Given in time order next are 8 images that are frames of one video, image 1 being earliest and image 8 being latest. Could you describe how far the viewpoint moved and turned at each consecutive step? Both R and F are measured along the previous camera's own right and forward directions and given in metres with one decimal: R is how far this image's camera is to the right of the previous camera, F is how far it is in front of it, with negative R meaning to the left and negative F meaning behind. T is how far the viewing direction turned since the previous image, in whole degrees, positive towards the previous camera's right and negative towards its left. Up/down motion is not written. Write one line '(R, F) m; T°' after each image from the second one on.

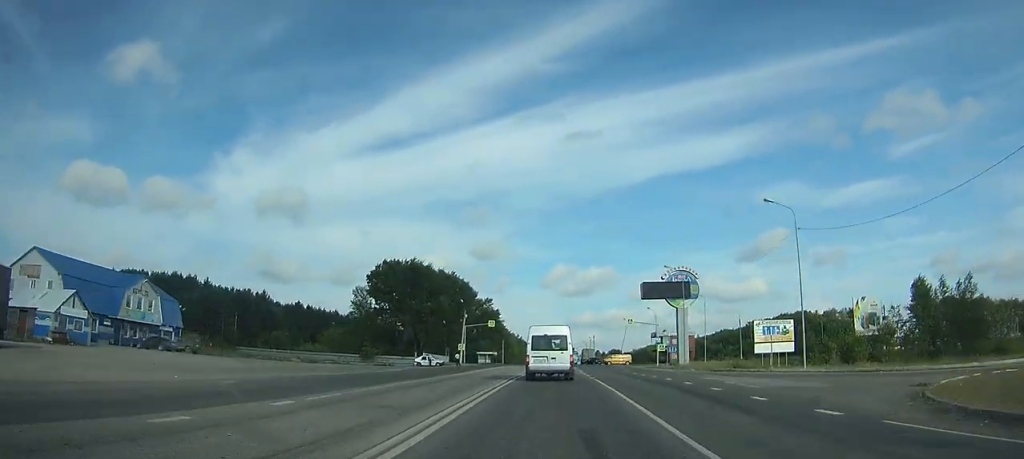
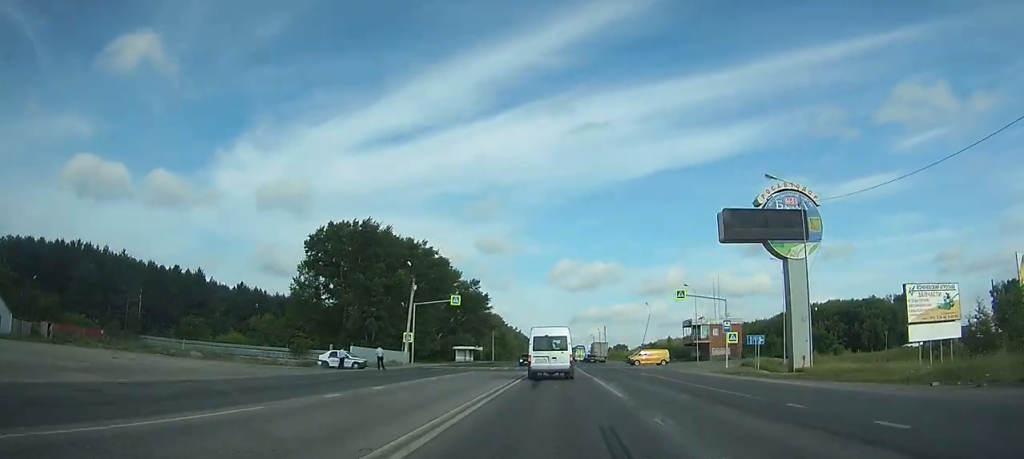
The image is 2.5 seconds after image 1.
(+0.1, +34.6) m; 0°
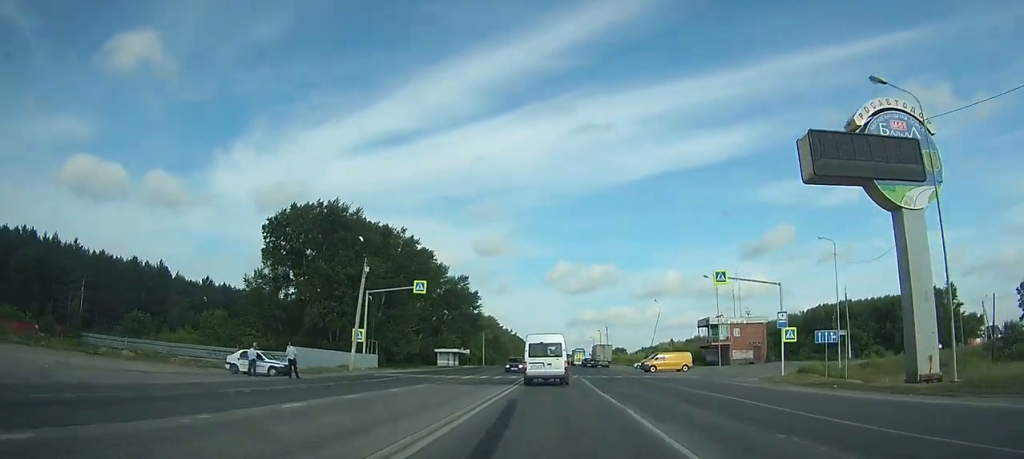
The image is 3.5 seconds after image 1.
(0.0, +13.5) m; 0°
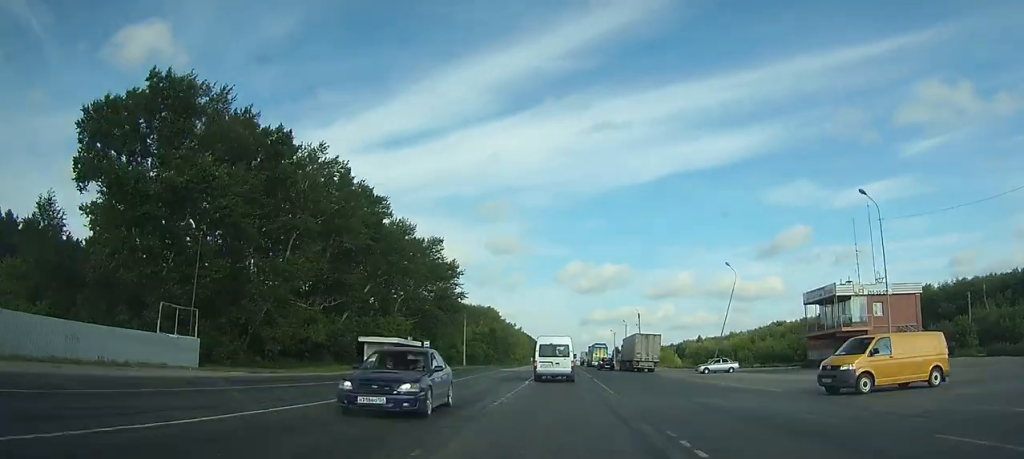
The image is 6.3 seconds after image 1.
(-0.1, +38.6) m; 0°
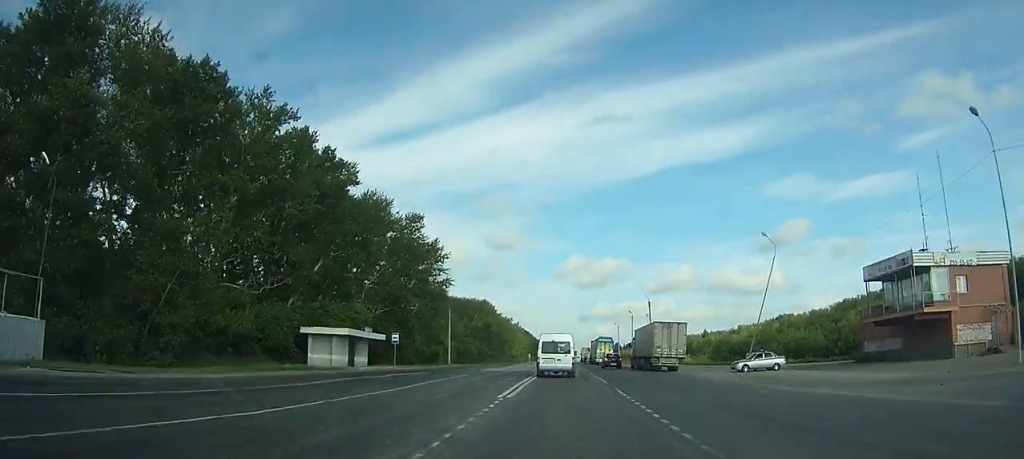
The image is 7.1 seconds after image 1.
(0.0, +13.1) m; 0°
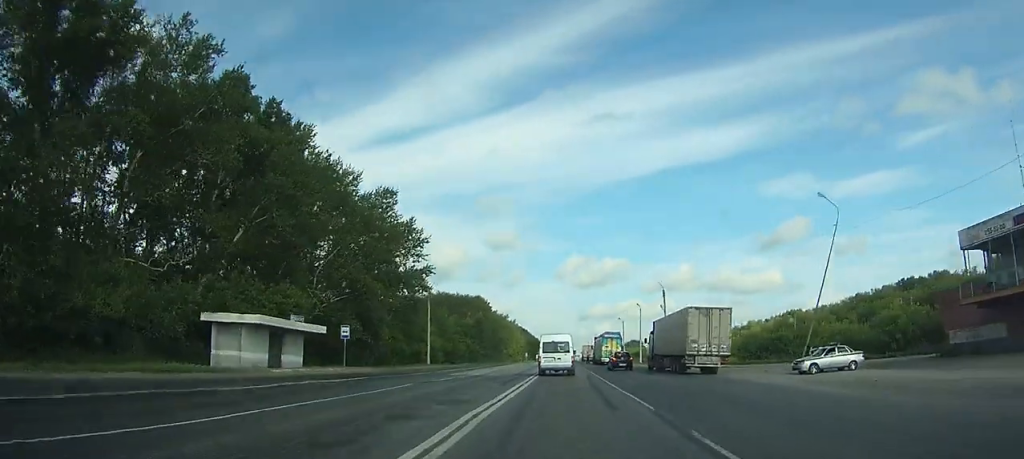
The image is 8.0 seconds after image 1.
(0.0, +13.1) m; 0°
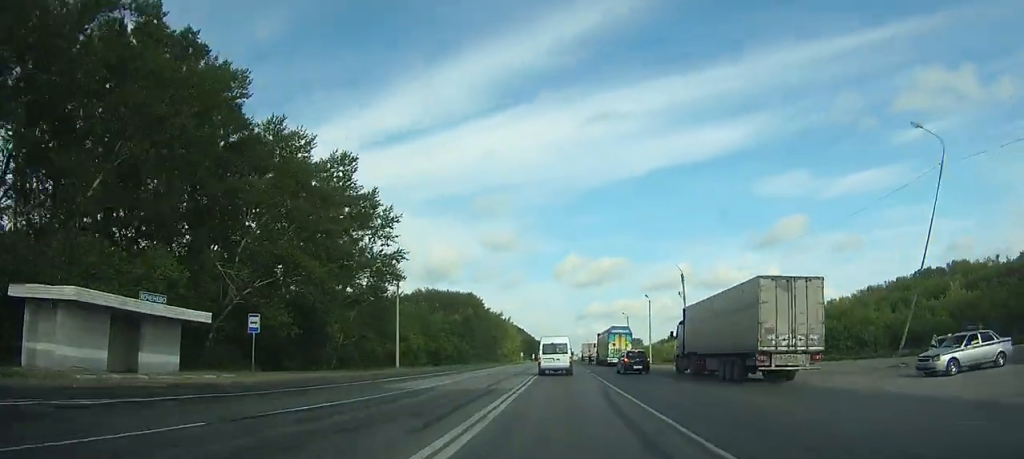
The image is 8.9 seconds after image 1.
(0.0, +13.4) m; 0°
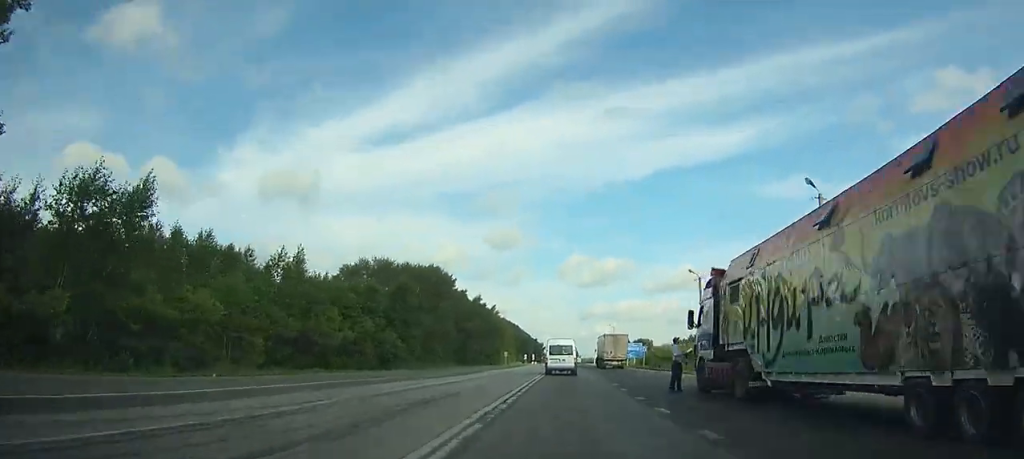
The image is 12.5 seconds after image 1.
(0.0, +55.9) m; 0°
